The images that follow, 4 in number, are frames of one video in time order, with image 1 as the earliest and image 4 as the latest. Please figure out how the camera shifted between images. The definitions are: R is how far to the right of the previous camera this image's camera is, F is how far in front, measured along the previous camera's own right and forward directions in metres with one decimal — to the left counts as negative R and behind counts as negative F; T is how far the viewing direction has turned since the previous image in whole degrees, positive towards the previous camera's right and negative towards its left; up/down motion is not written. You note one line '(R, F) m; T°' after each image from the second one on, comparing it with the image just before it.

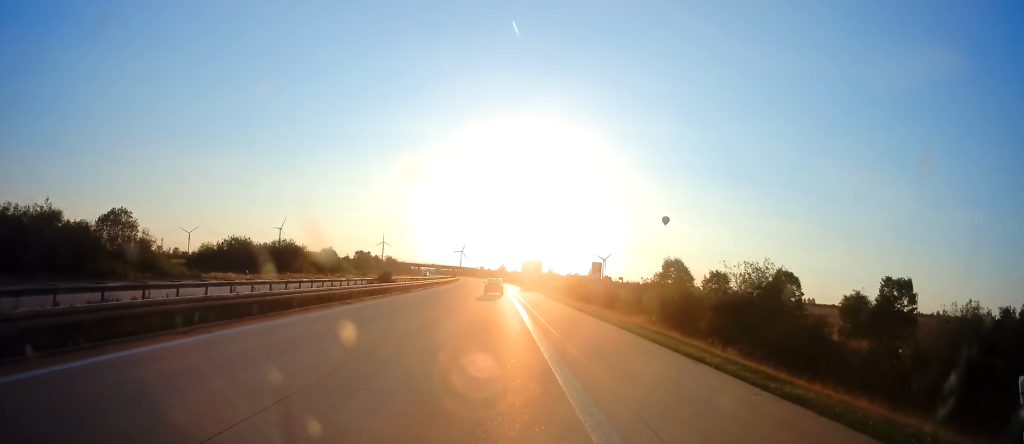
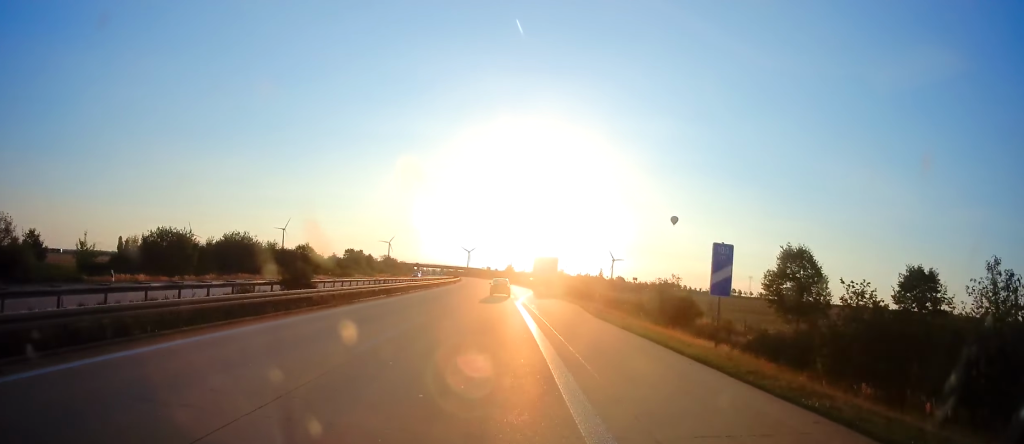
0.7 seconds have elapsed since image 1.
(0.0, +21.8) m; 0°
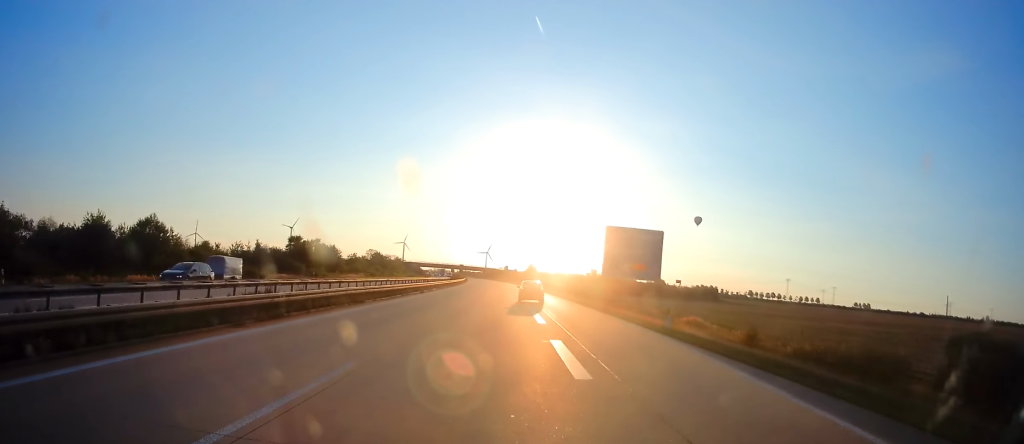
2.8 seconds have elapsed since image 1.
(-1.2, +61.2) m; -2°
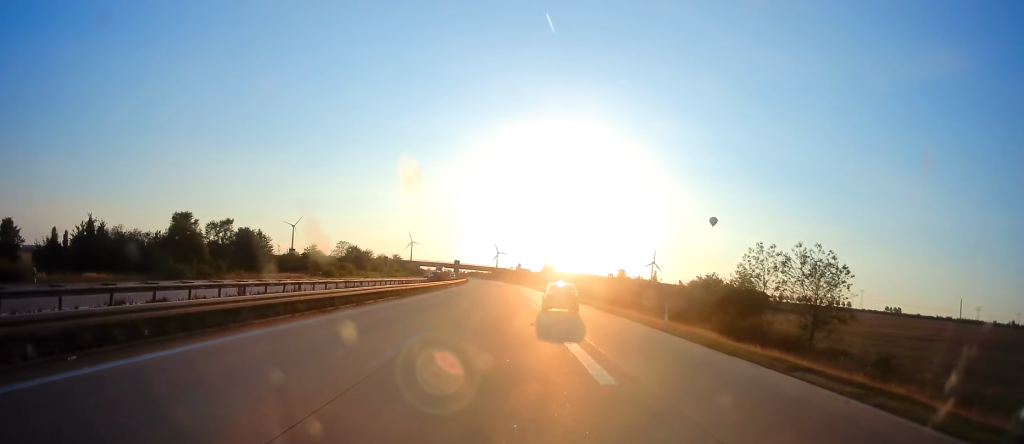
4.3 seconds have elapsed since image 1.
(-0.1, +48.1) m; -1°
